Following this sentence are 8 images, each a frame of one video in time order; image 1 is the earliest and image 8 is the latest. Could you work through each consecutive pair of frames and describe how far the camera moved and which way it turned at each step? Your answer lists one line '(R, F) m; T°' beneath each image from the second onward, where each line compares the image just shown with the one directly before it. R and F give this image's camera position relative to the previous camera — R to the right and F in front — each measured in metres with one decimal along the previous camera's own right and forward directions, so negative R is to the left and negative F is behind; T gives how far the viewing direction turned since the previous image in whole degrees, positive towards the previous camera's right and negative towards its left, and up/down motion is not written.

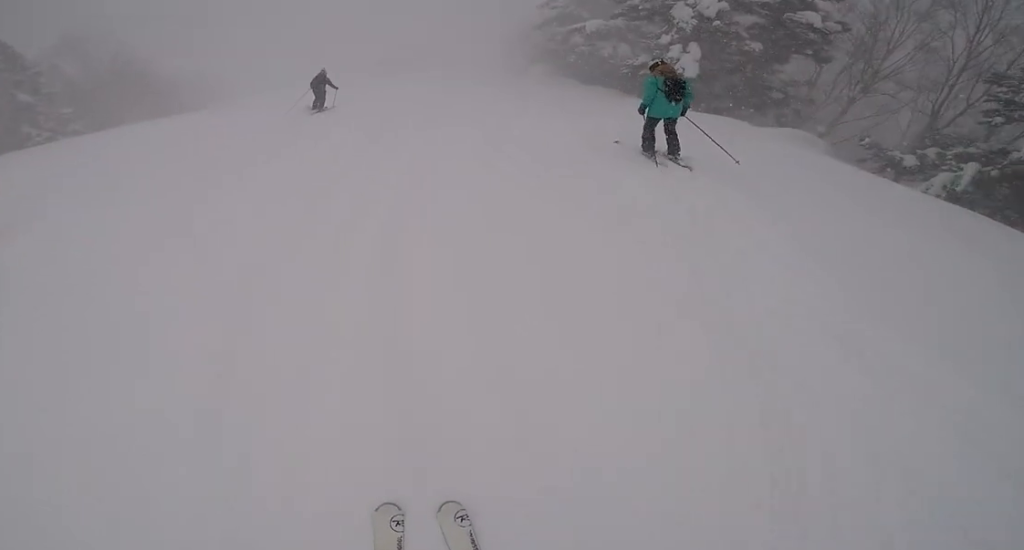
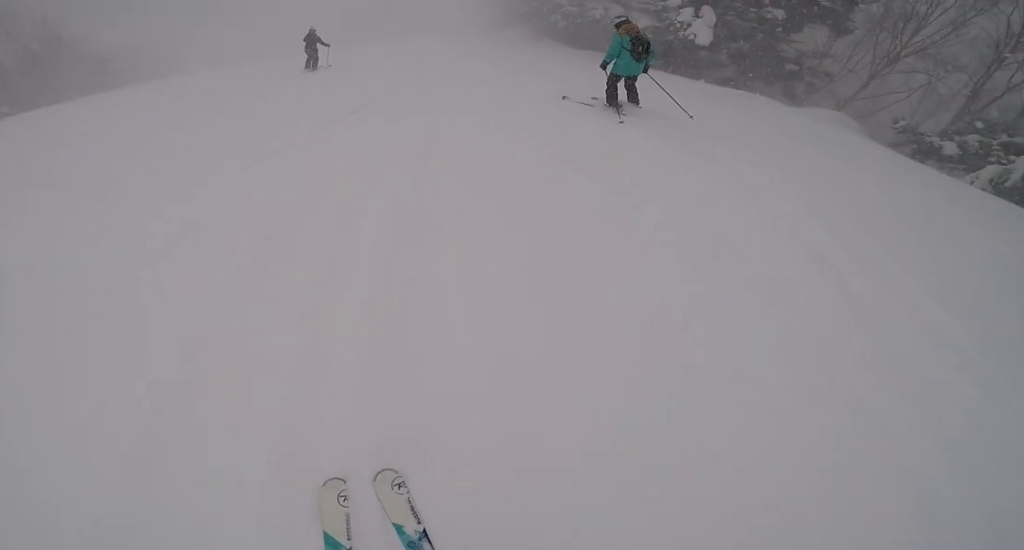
(+0.3, +2.1) m; +8°
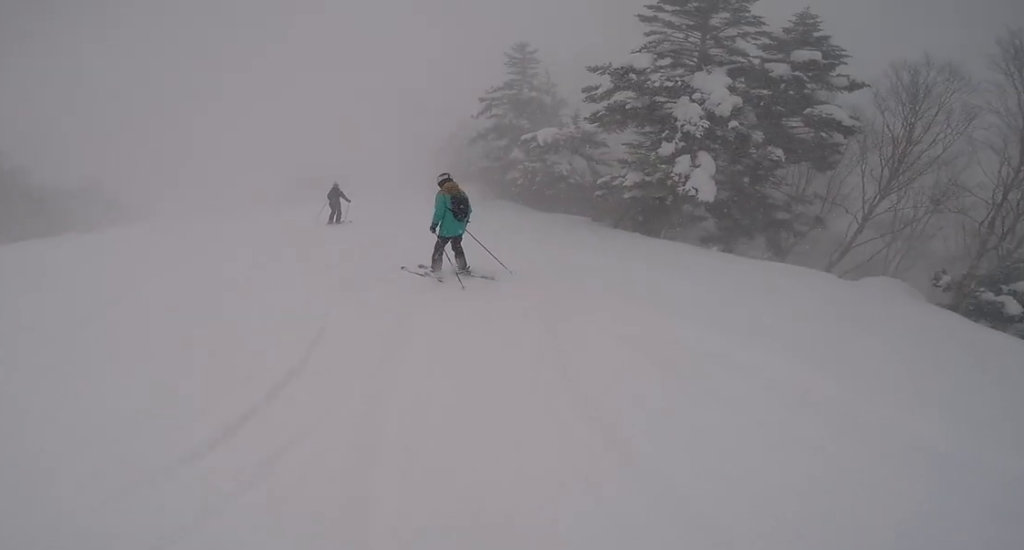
(+0.5, +3.7) m; +8°
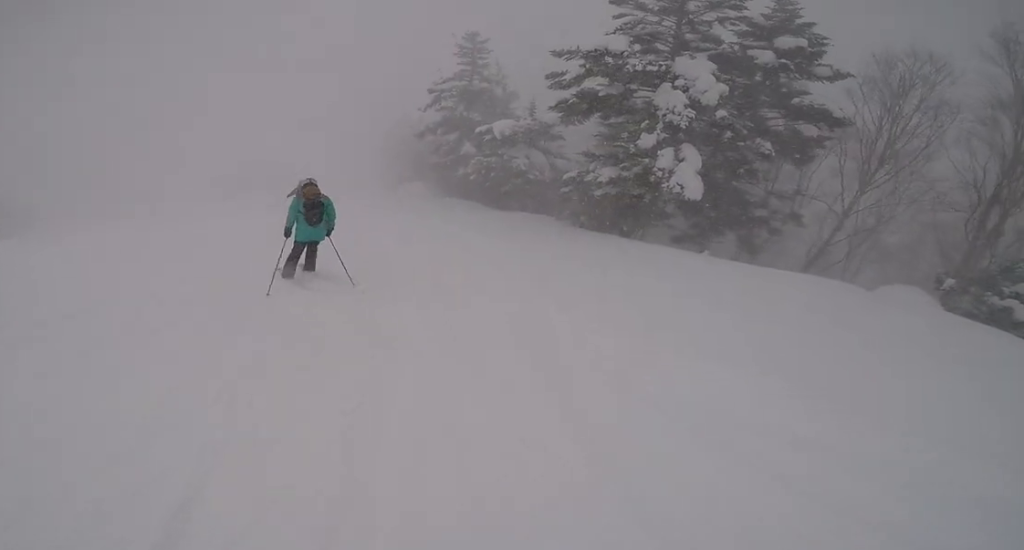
(+0.3, +1.8) m; 0°
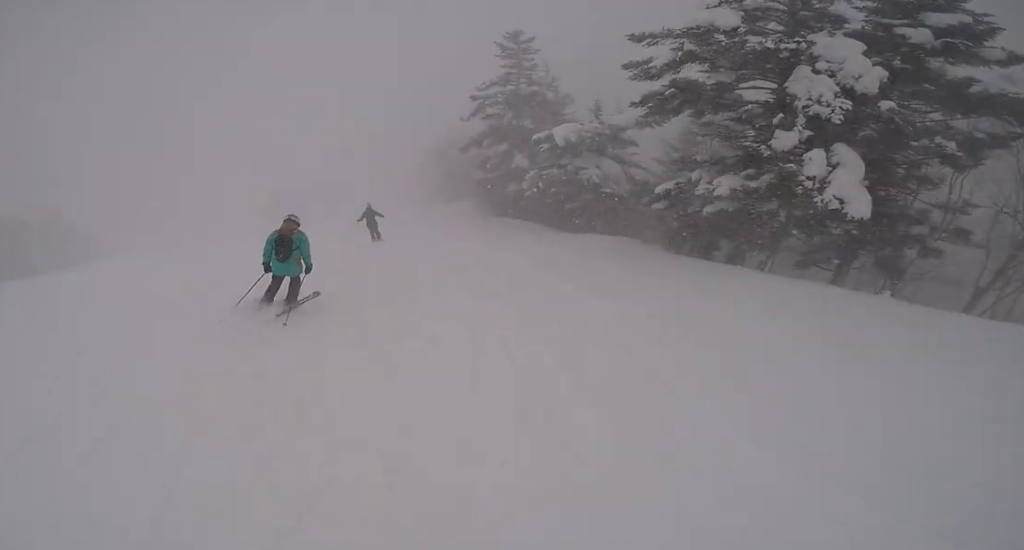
(-0.1, +2.3) m; 0°
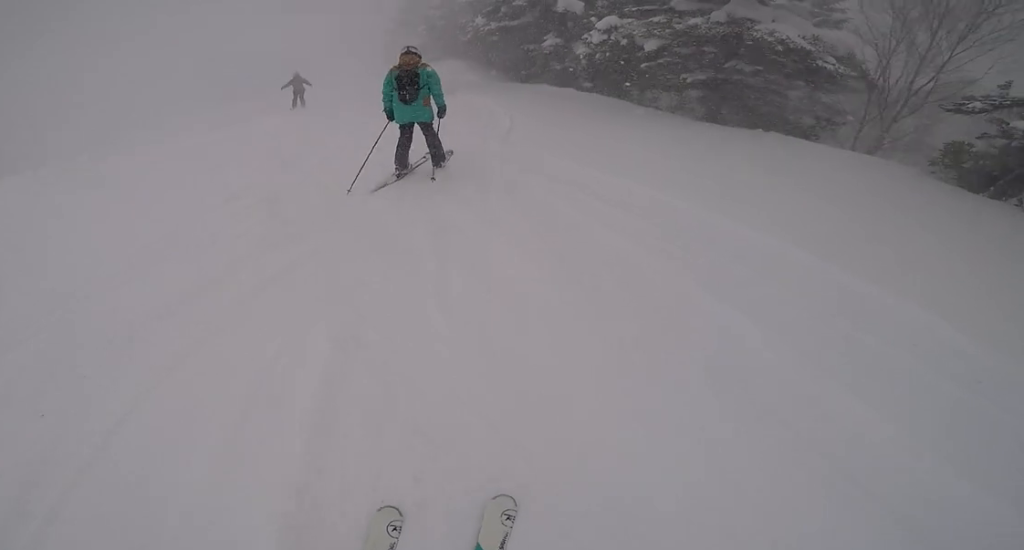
(-0.1, +6.0) m; +6°
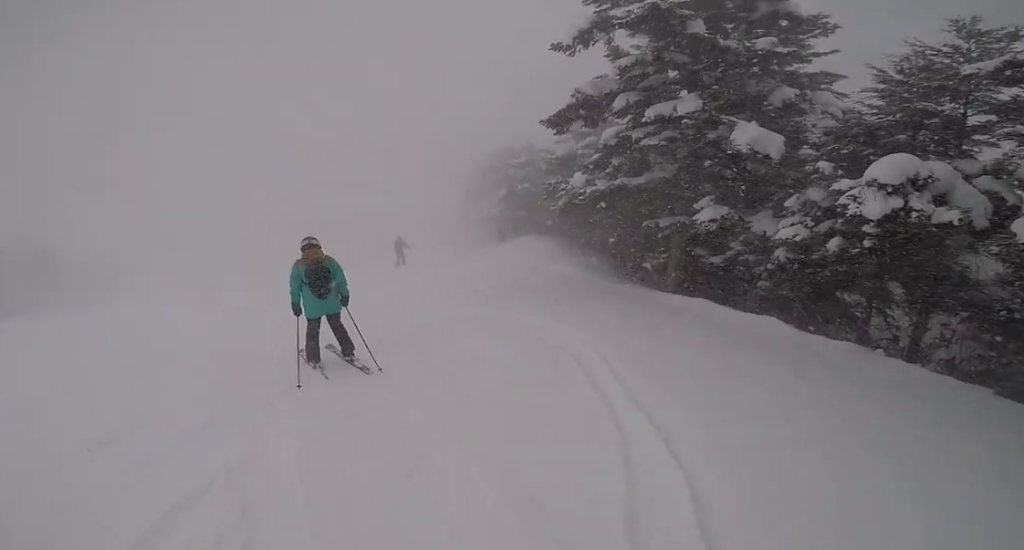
(+0.5, +7.5) m; -8°
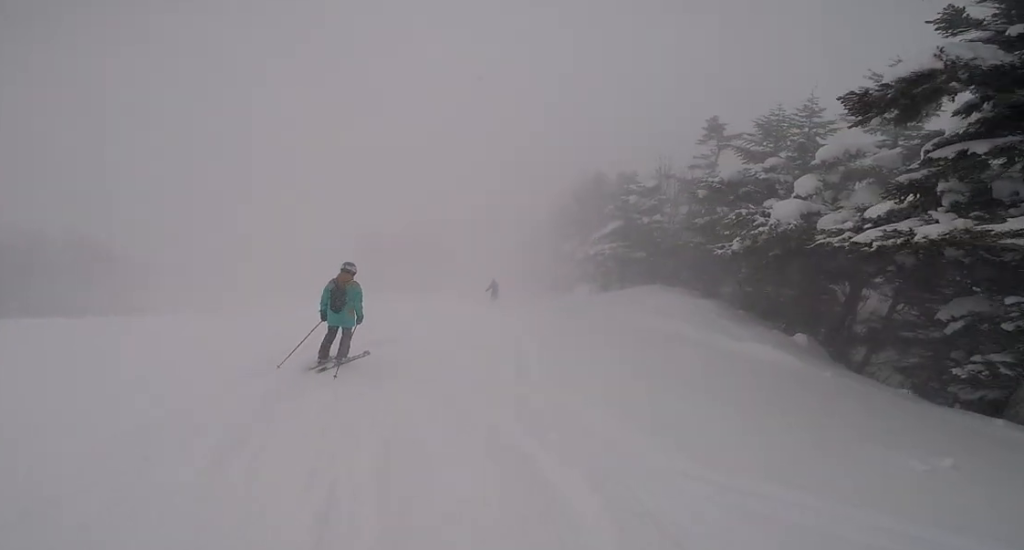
(-1.8, +5.1) m; -15°
